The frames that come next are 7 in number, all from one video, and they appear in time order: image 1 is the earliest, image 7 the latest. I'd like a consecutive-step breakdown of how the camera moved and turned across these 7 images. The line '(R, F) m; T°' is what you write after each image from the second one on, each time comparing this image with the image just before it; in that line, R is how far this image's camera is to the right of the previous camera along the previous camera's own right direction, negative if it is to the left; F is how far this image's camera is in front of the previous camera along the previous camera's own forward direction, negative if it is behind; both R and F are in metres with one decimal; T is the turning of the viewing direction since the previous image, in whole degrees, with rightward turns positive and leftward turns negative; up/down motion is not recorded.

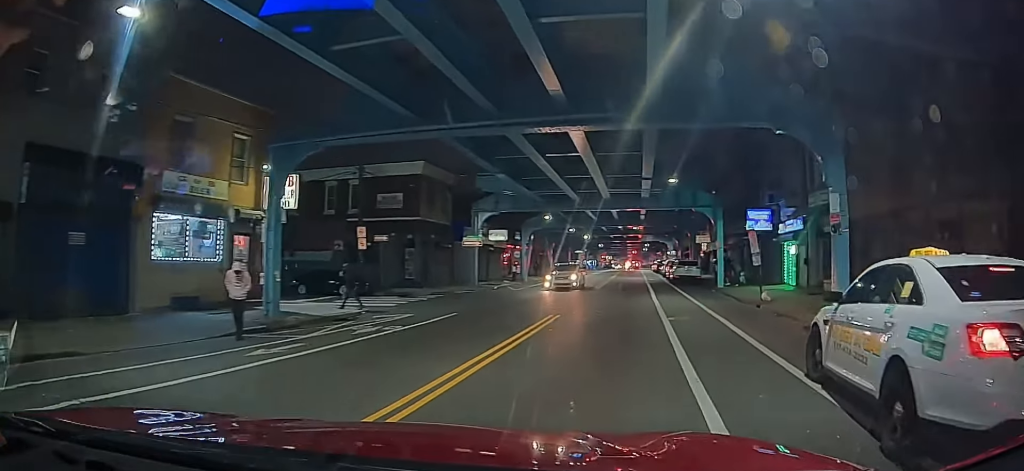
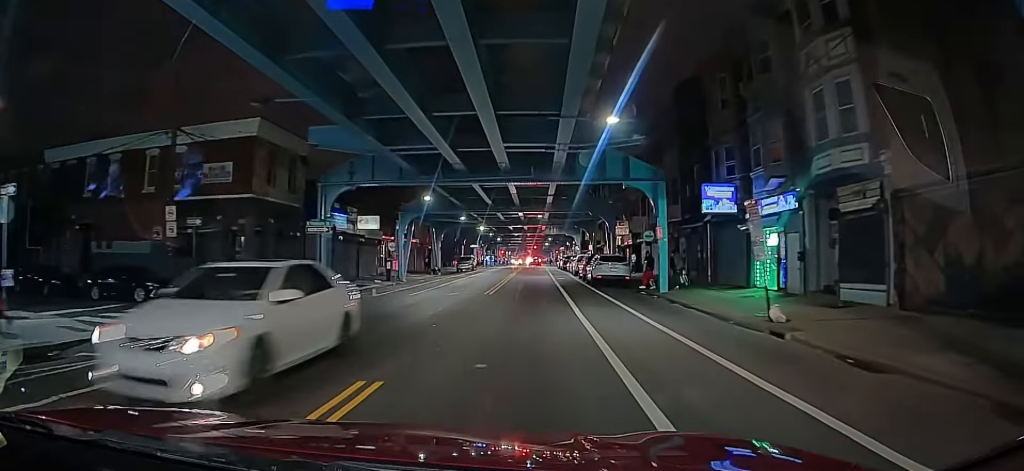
(-0.3, +8.9) m; -2°
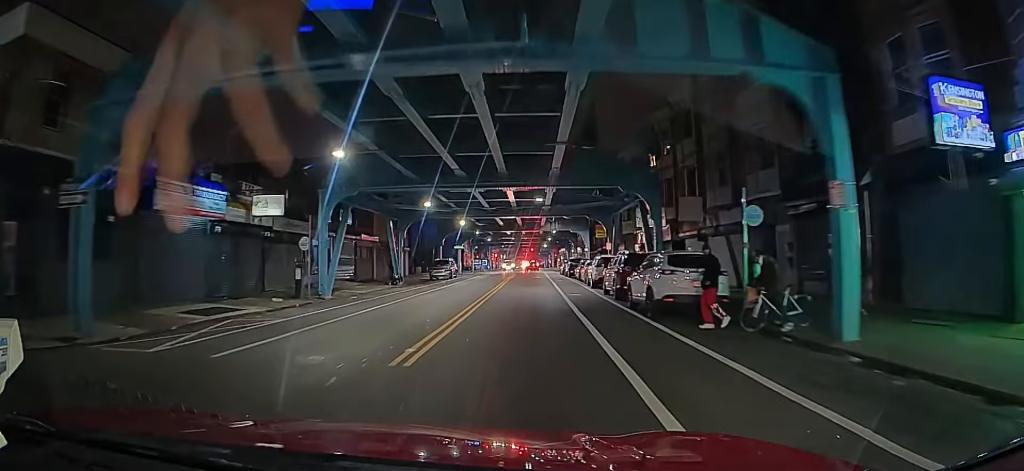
(0.0, +12.3) m; +4°
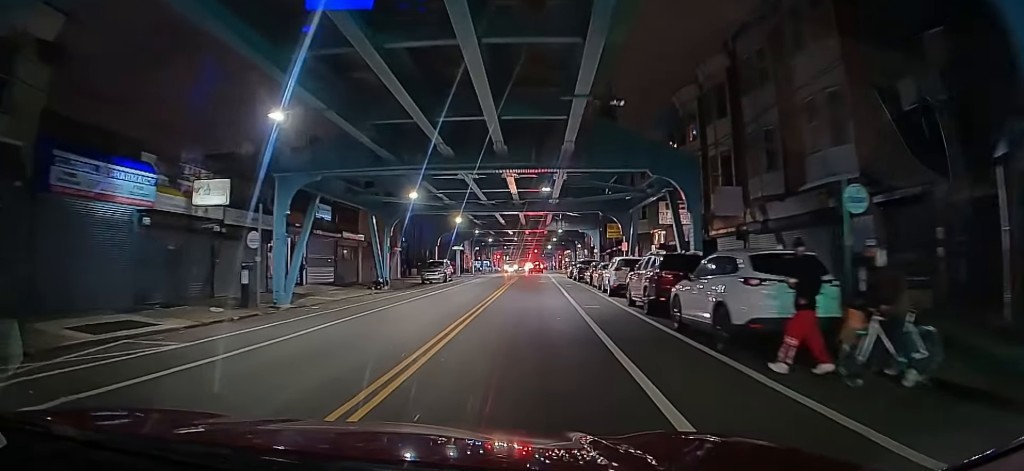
(+0.2, +3.5) m; +3°
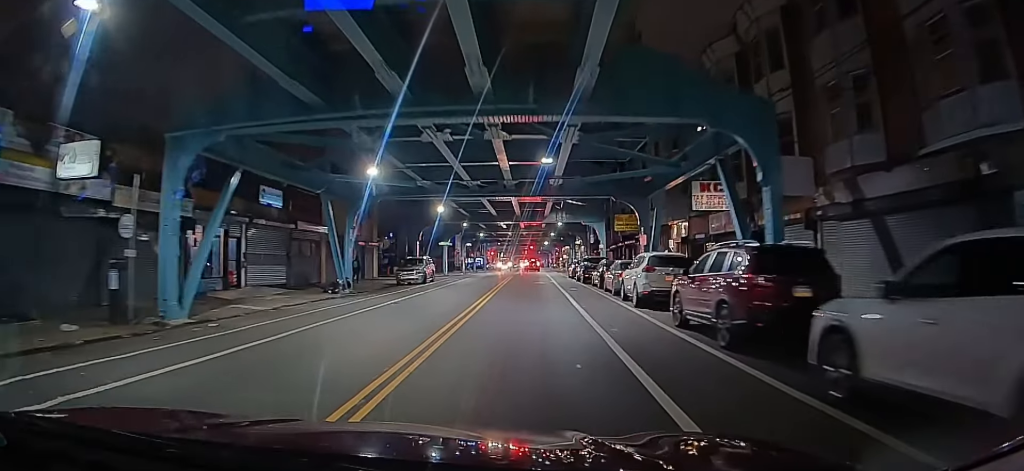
(+0.1, +4.9) m; +2°
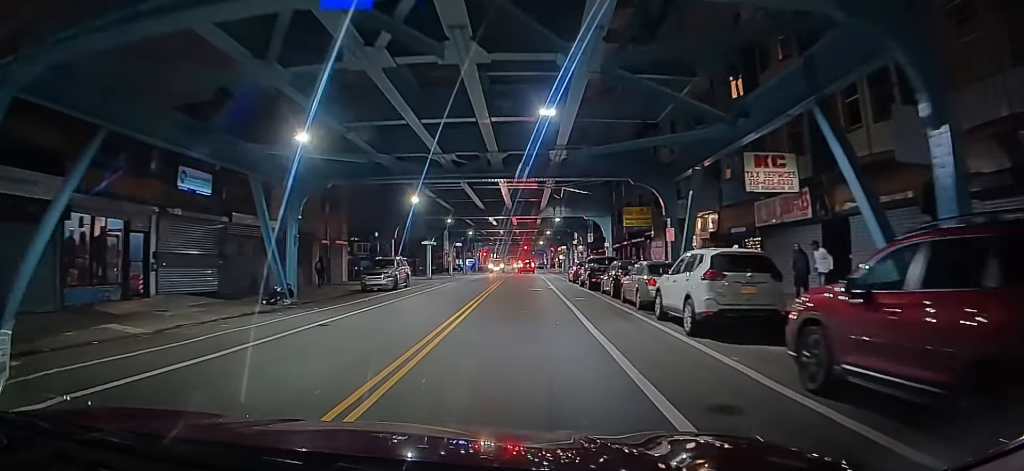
(0.0, +4.5) m; +1°
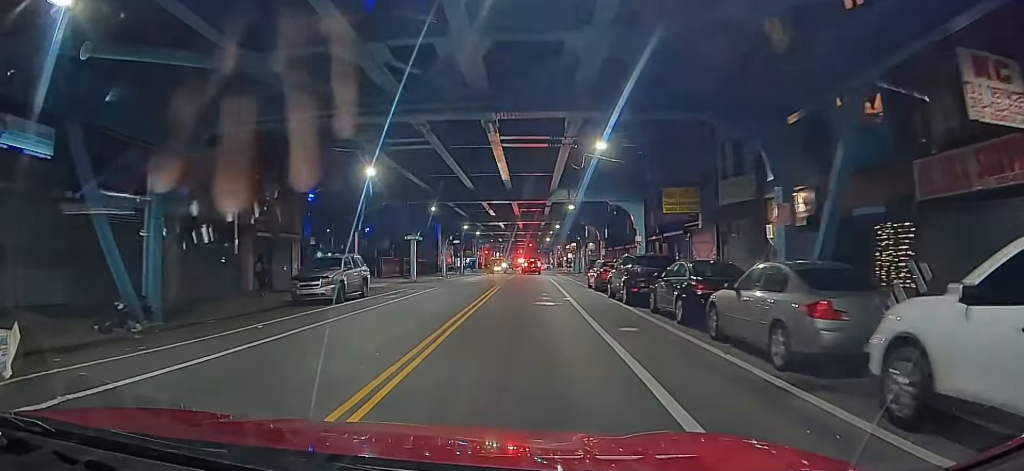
(+0.1, +6.7) m; +3°
